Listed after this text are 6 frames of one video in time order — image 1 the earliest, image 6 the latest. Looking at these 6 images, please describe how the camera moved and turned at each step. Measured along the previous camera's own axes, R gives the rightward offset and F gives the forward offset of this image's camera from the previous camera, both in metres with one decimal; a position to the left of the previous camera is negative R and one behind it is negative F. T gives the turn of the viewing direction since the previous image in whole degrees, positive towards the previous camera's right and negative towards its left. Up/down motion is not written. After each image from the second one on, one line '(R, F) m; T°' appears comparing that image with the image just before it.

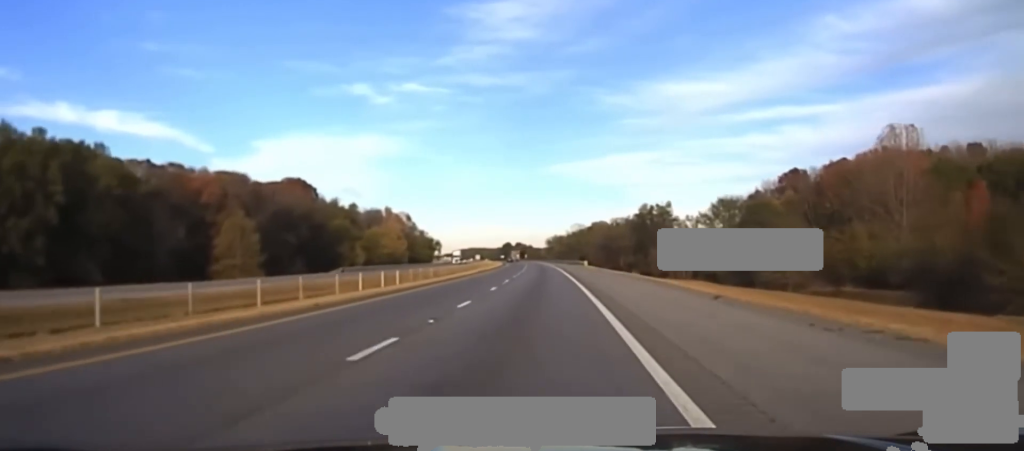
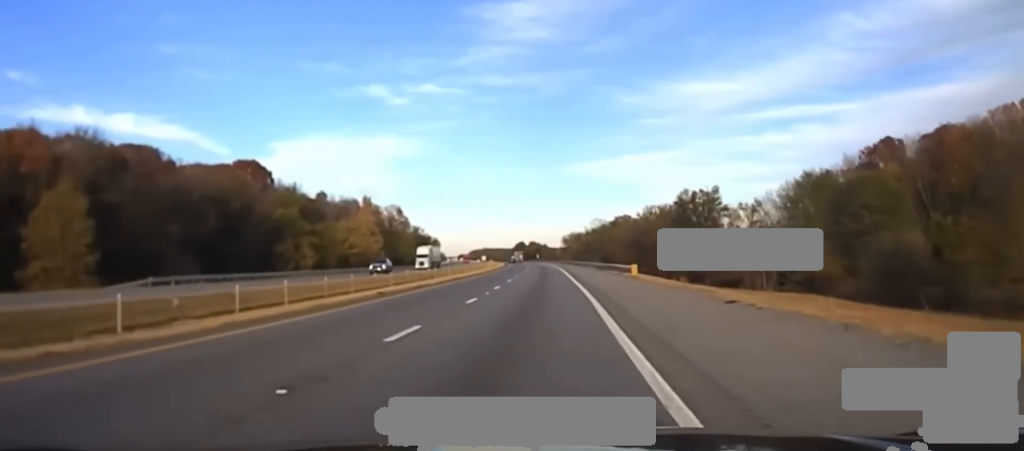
(-1.1, +67.2) m; -1°
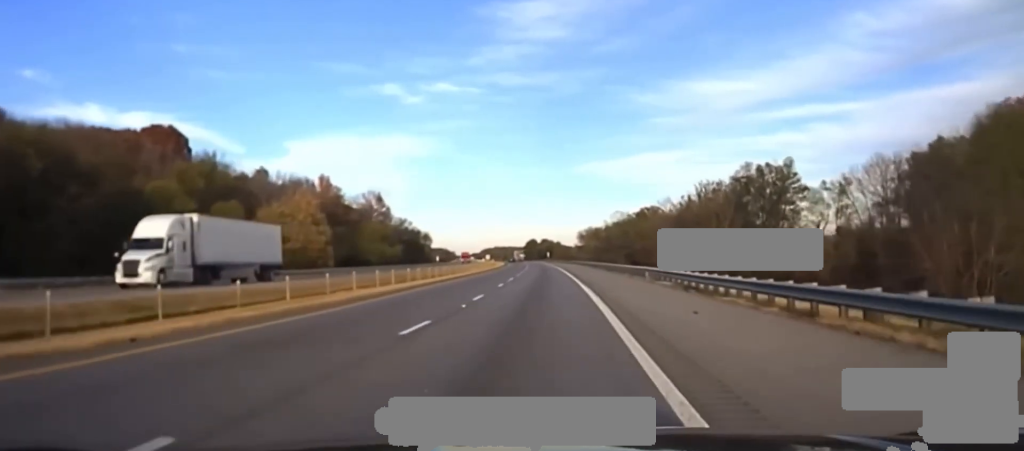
(-0.3, +56.1) m; 0°
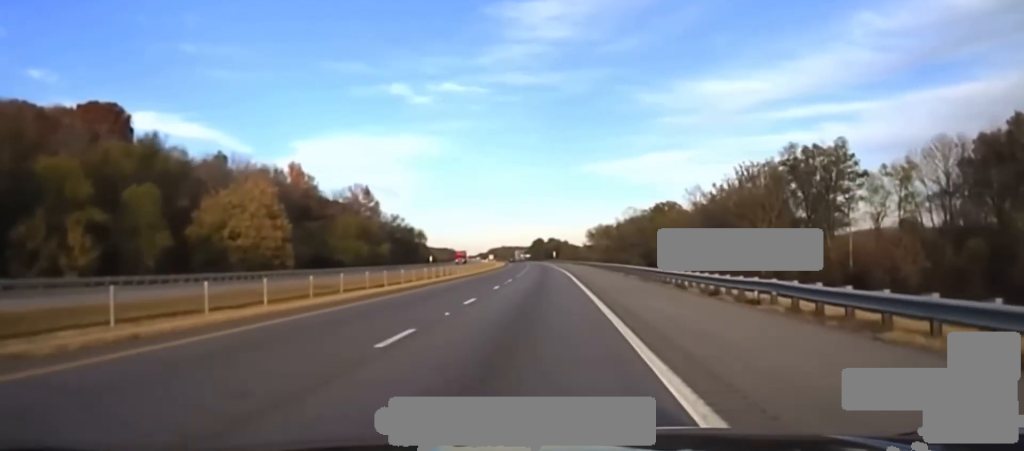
(0.0, +24.3) m; -1°
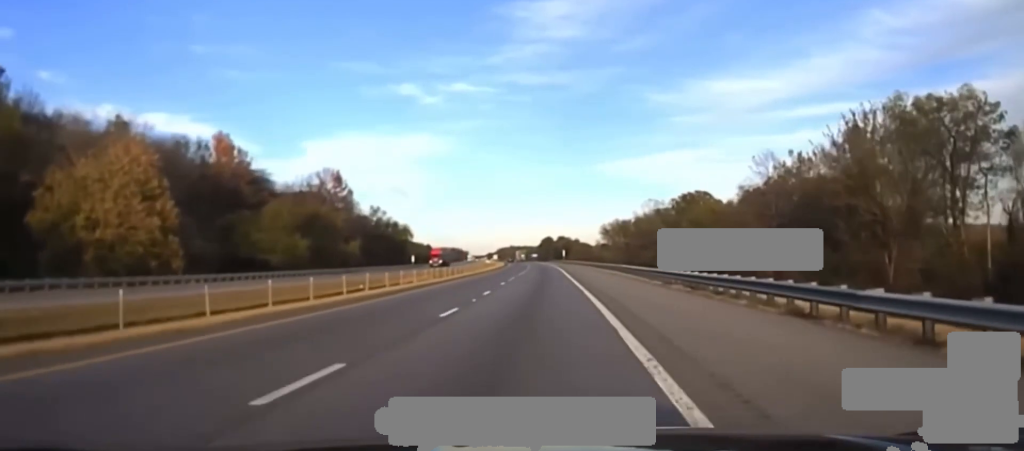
(-0.5, +39.8) m; -1°
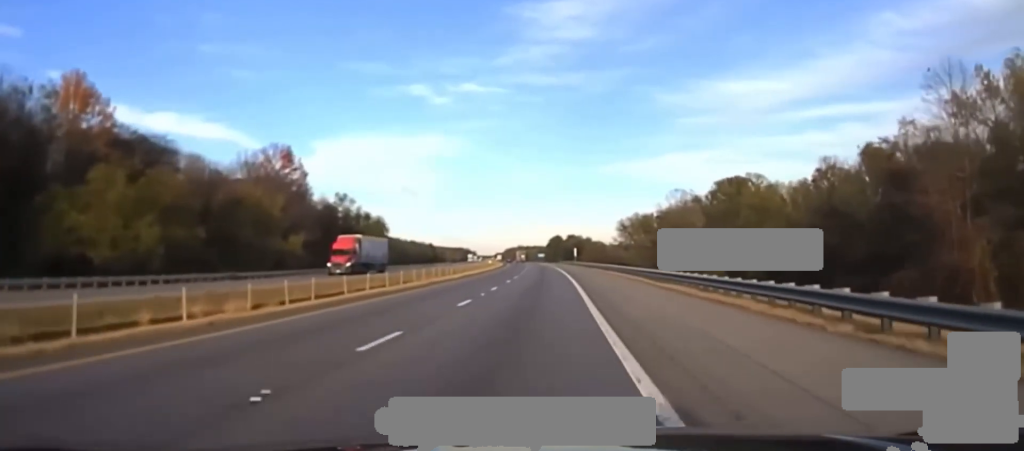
(-0.1, +45.8) m; -1°
